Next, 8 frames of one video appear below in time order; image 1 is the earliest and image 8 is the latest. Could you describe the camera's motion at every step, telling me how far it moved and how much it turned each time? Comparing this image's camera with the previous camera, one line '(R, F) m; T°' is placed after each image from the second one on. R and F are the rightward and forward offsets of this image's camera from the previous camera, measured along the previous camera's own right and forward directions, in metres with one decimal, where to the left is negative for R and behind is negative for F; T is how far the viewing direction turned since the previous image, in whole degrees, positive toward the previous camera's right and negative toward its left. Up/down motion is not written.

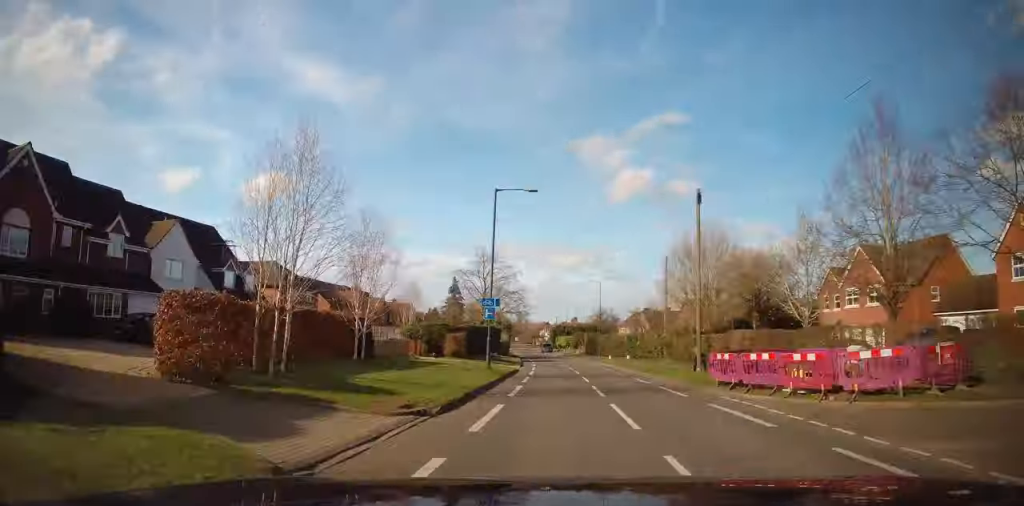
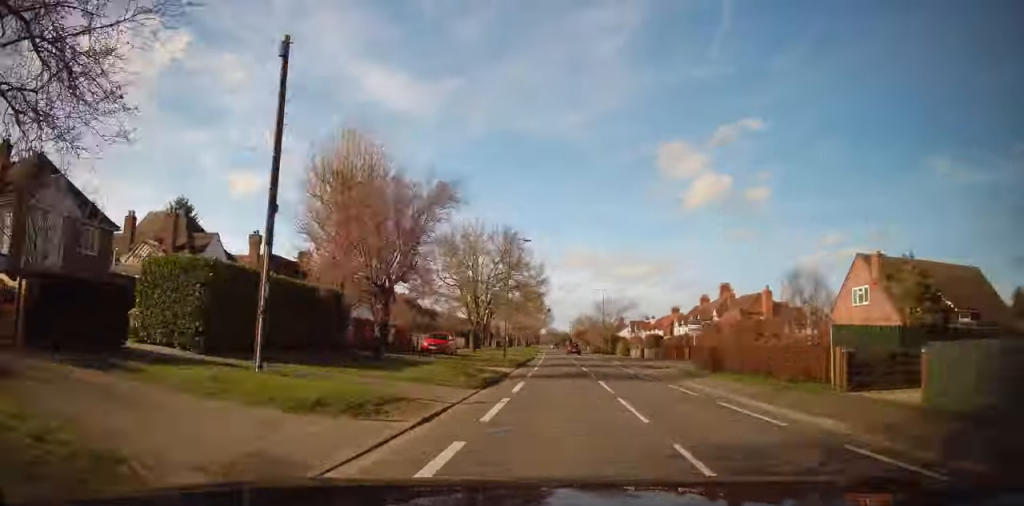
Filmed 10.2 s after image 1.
(-7.1, +125.3) m; -5°
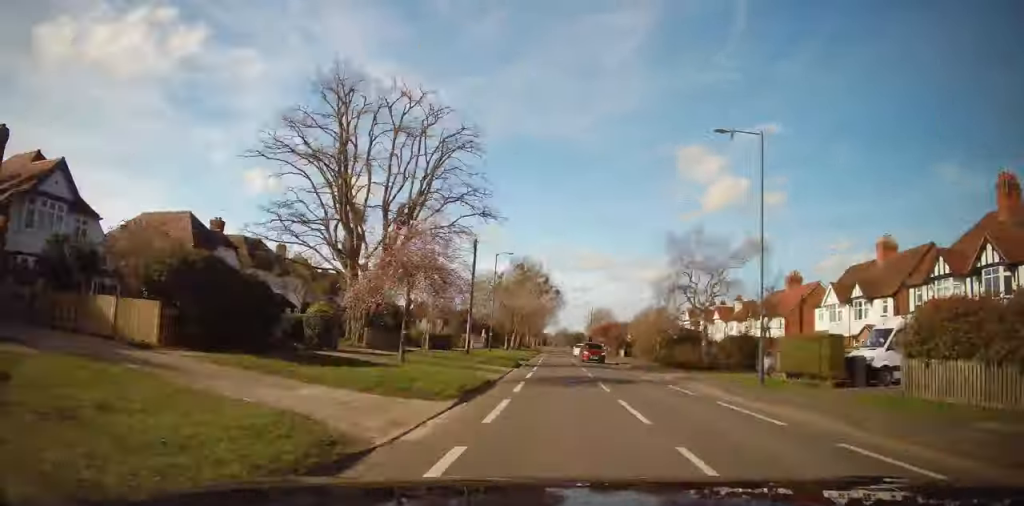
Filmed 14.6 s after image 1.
(-0.8, +54.1) m; -1°
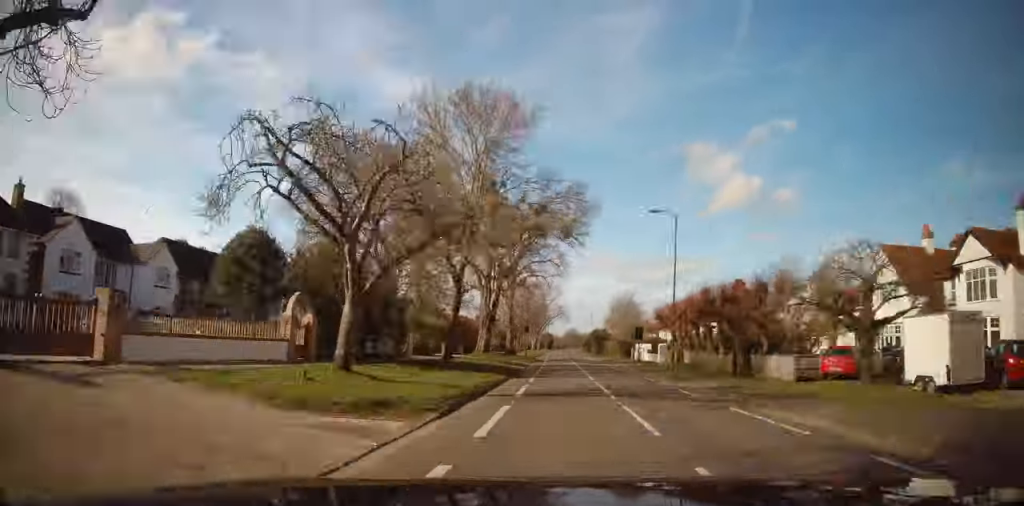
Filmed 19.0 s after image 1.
(-0.3, +54.2) m; 0°
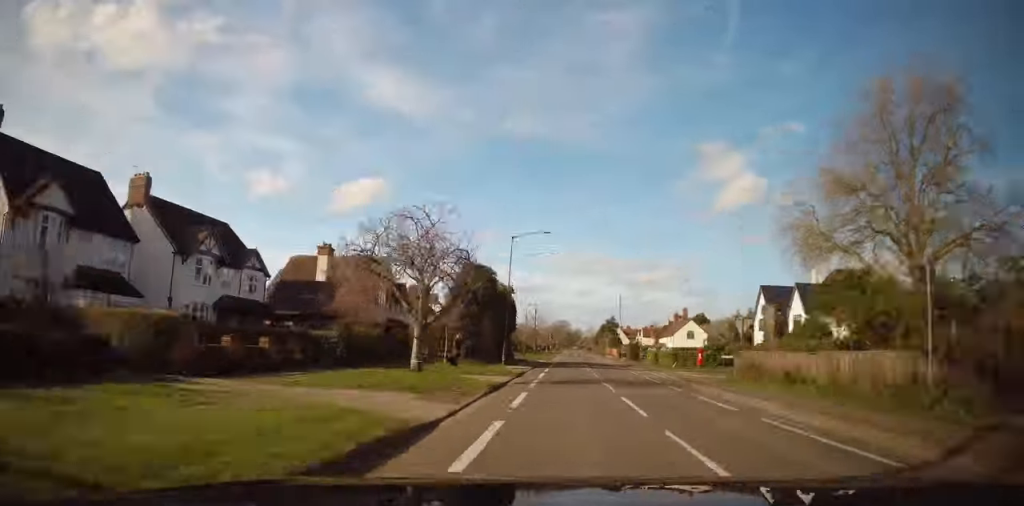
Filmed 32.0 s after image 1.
(+1.2, +159.9) m; +2°
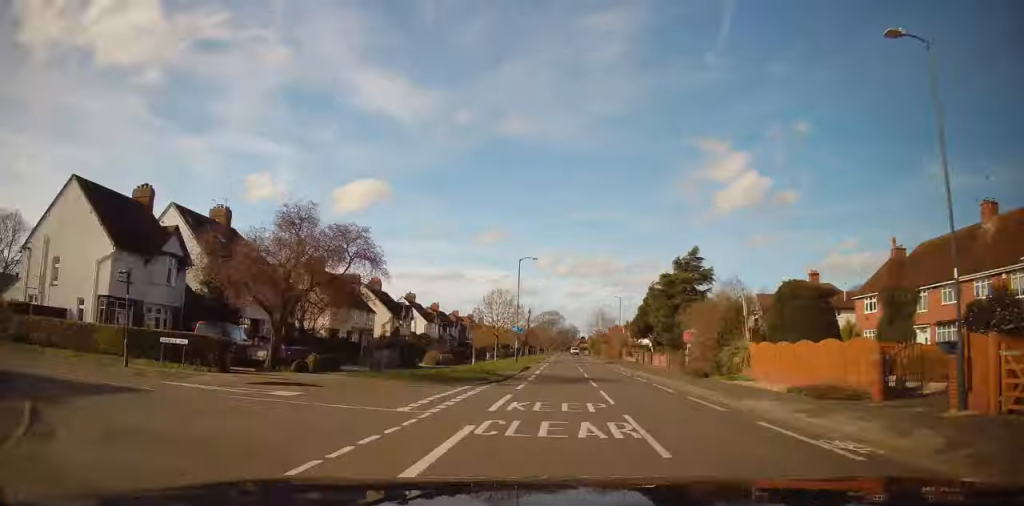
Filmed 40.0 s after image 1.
(+1.7, +98.3) m; +1°
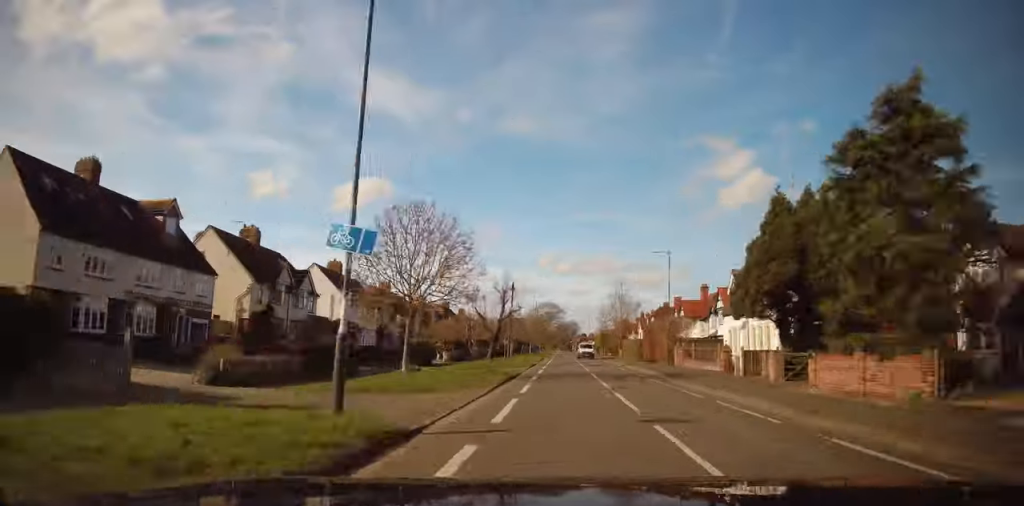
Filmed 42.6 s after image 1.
(-0.2, +32.3) m; 0°
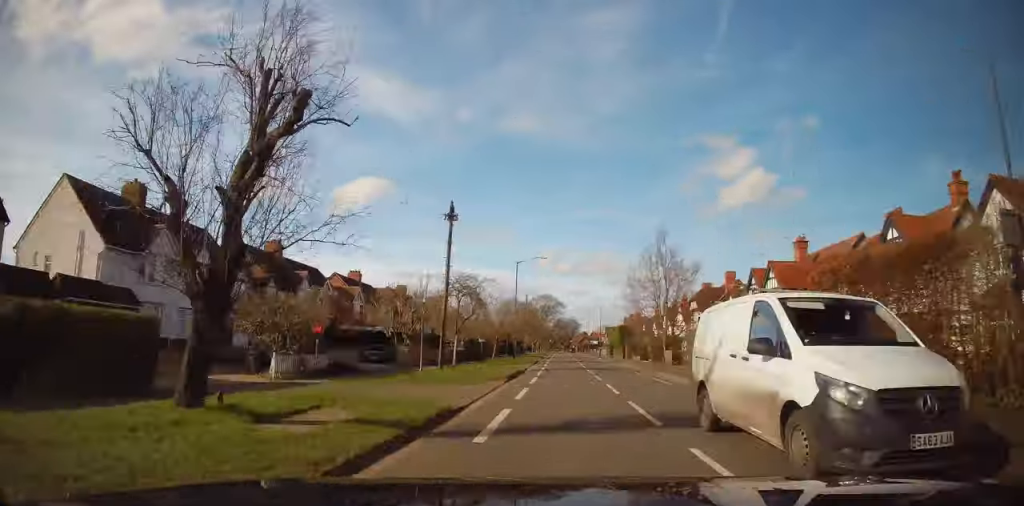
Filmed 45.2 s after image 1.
(-0.2, +32.4) m; 0°
